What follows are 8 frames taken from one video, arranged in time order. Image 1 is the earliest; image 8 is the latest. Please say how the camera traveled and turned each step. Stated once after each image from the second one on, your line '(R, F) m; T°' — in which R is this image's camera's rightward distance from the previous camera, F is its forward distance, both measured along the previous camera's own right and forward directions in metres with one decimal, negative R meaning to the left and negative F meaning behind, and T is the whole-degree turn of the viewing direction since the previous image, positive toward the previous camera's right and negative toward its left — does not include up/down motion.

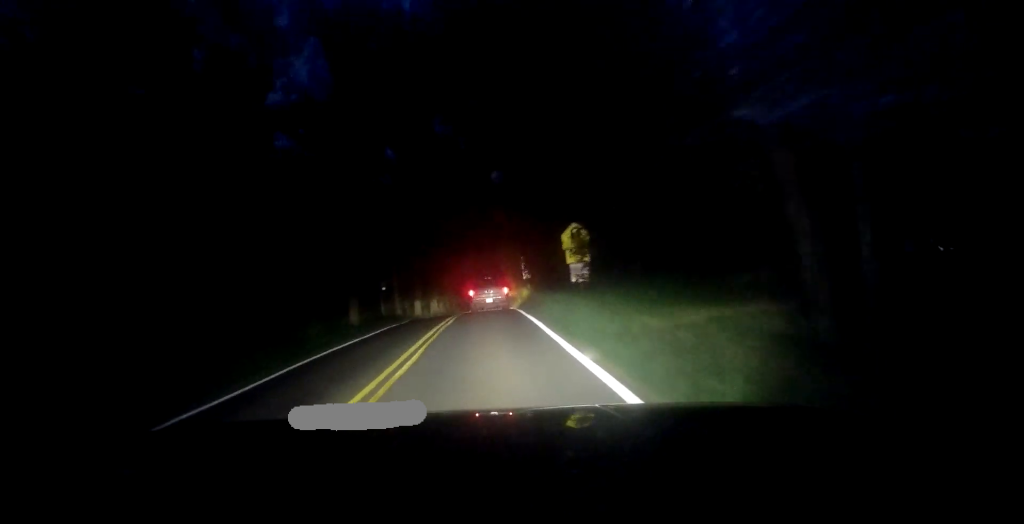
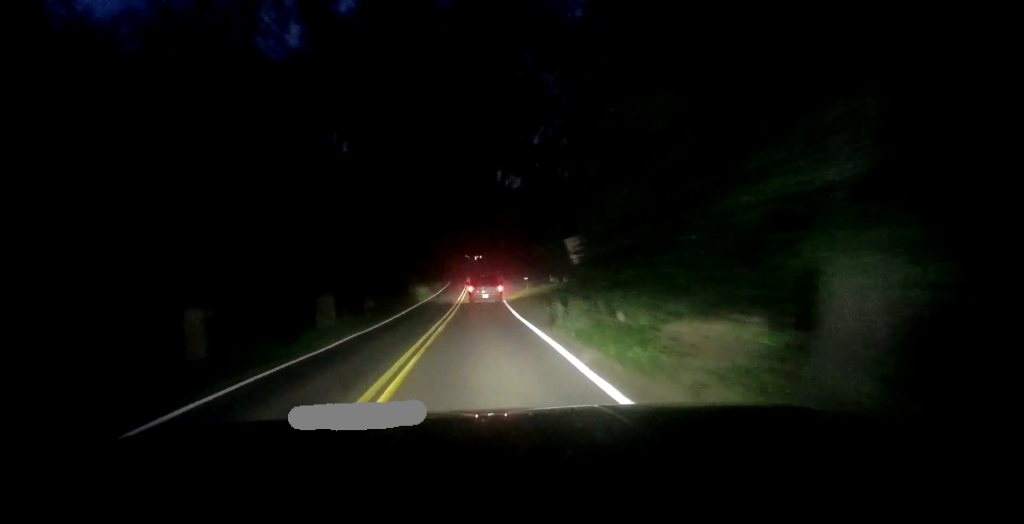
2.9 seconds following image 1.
(-1.1, +42.9) m; +1°
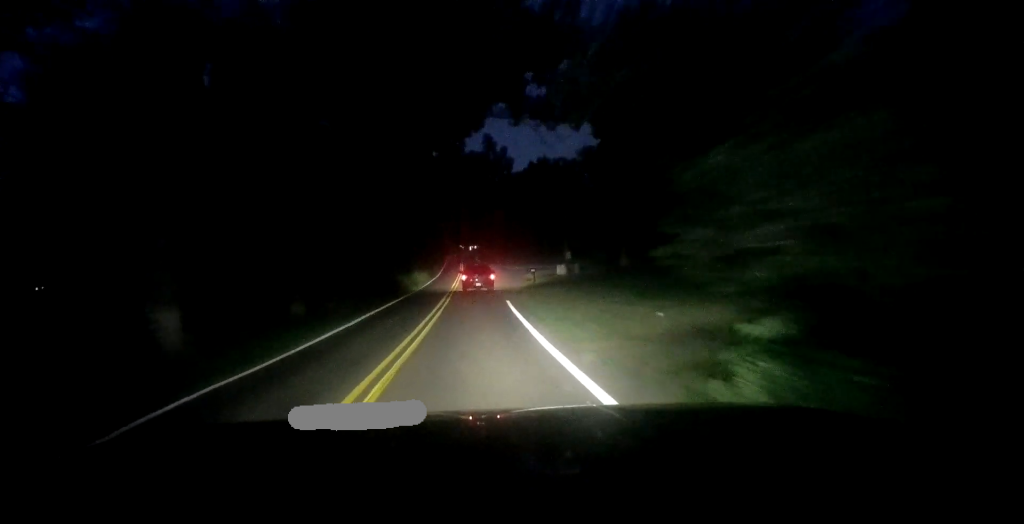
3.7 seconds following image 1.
(+0.2, +11.7) m; +1°
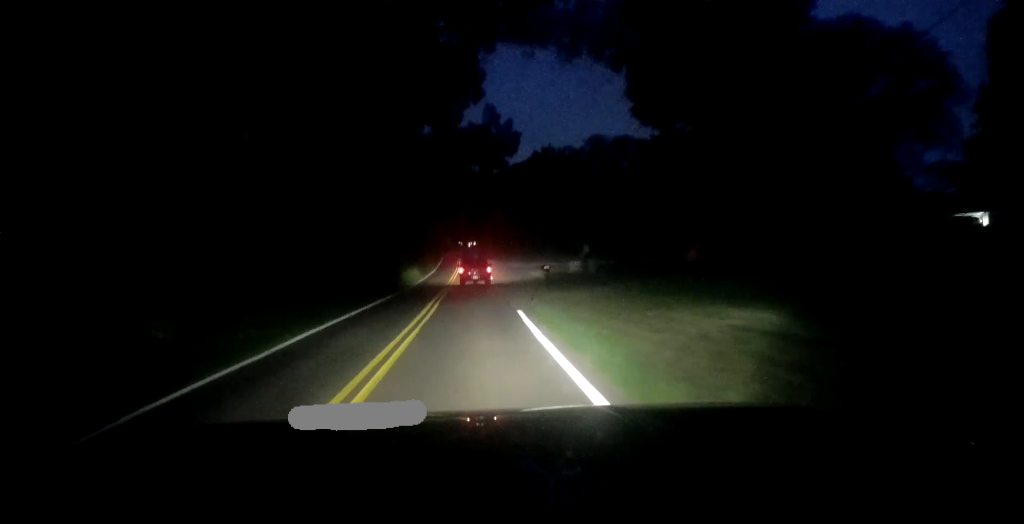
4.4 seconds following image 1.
(0.0, +8.0) m; 0°
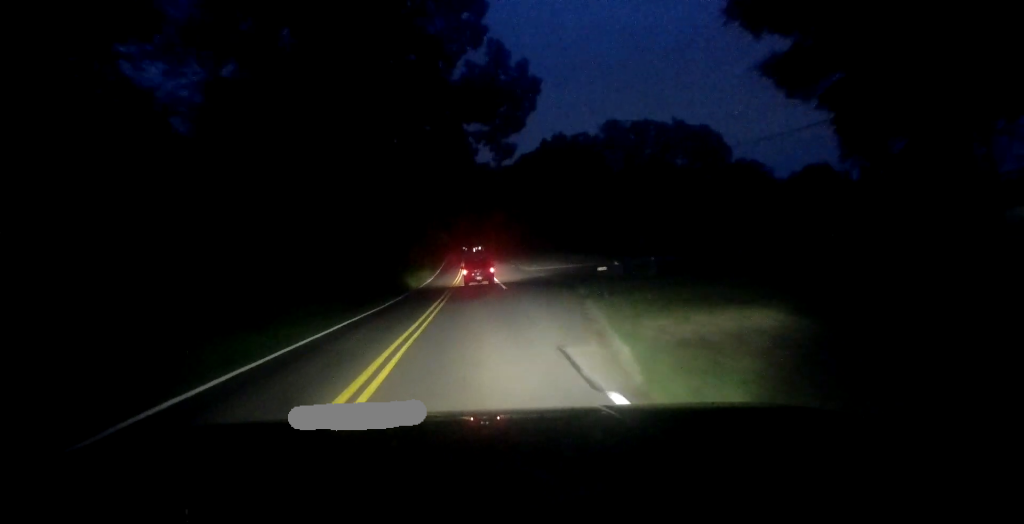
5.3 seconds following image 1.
(0.0, +11.6) m; 0°
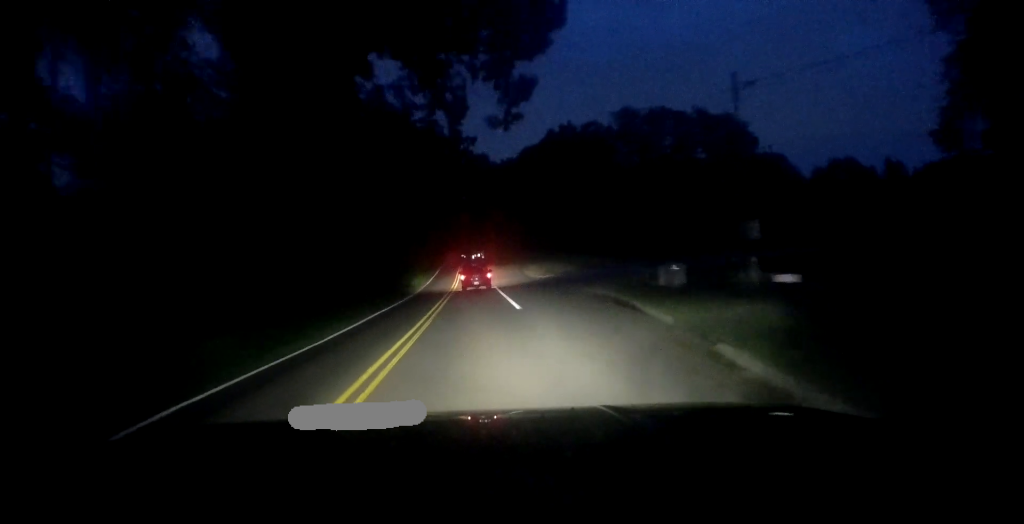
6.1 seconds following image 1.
(0.0, +10.9) m; 0°
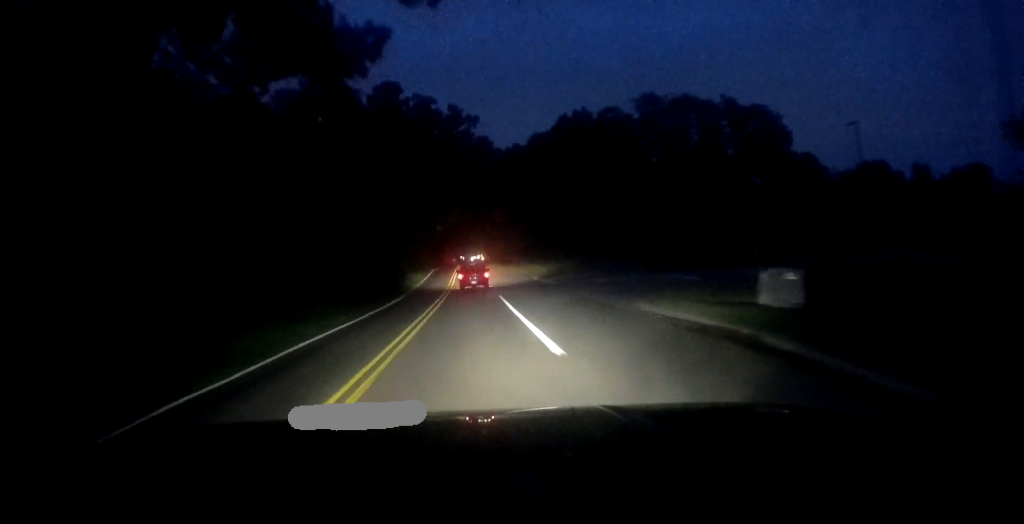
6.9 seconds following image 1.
(0.0, +10.4) m; 0°
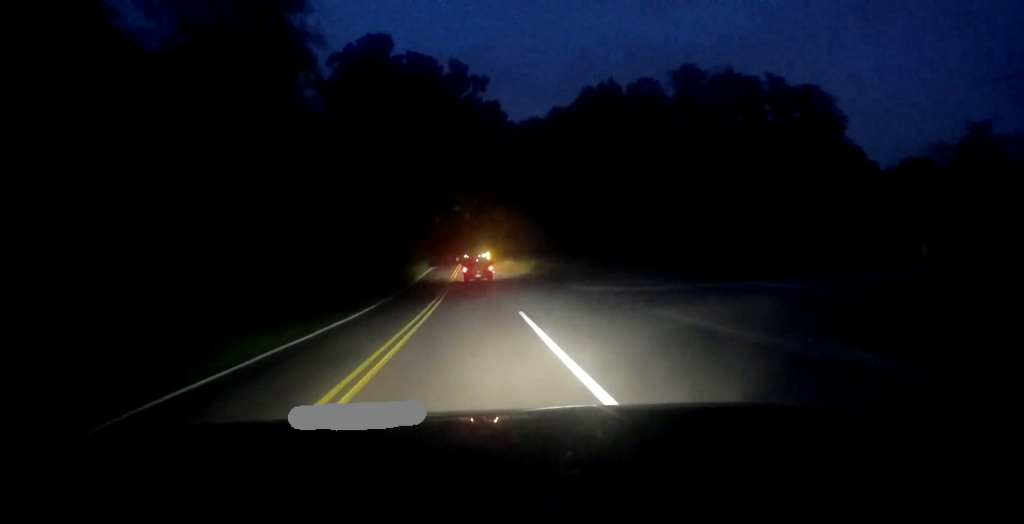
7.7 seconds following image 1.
(0.0, +13.4) m; 0°
